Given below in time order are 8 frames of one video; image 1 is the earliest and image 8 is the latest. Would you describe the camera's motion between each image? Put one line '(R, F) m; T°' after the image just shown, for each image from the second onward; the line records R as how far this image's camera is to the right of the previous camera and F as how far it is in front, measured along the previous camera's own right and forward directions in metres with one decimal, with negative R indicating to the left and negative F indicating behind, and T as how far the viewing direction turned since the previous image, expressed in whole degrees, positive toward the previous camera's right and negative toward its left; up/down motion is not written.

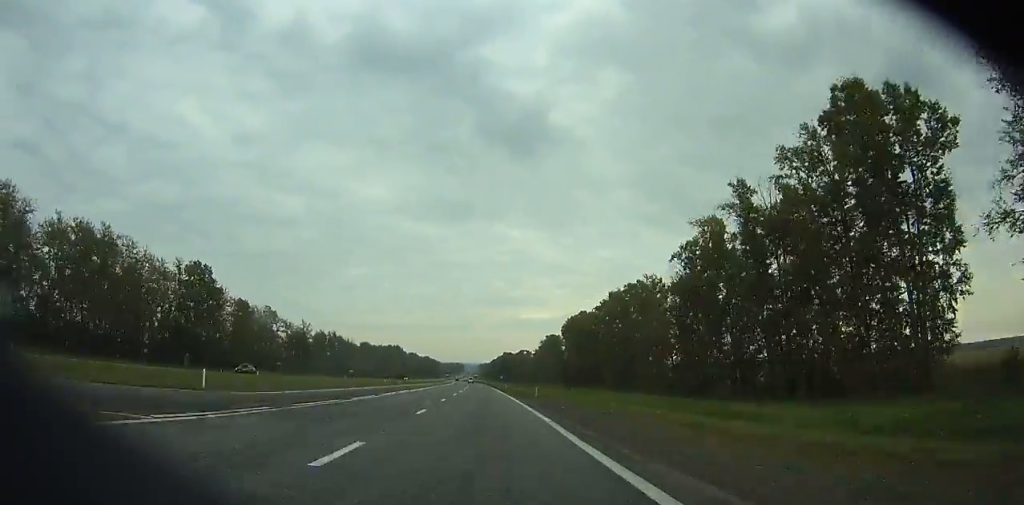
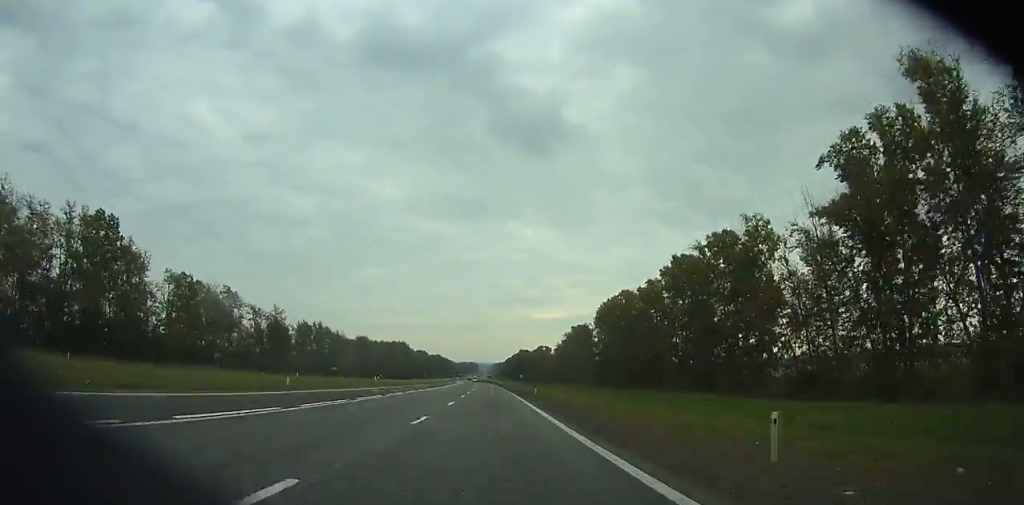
(0.0, +39.2) m; -1°
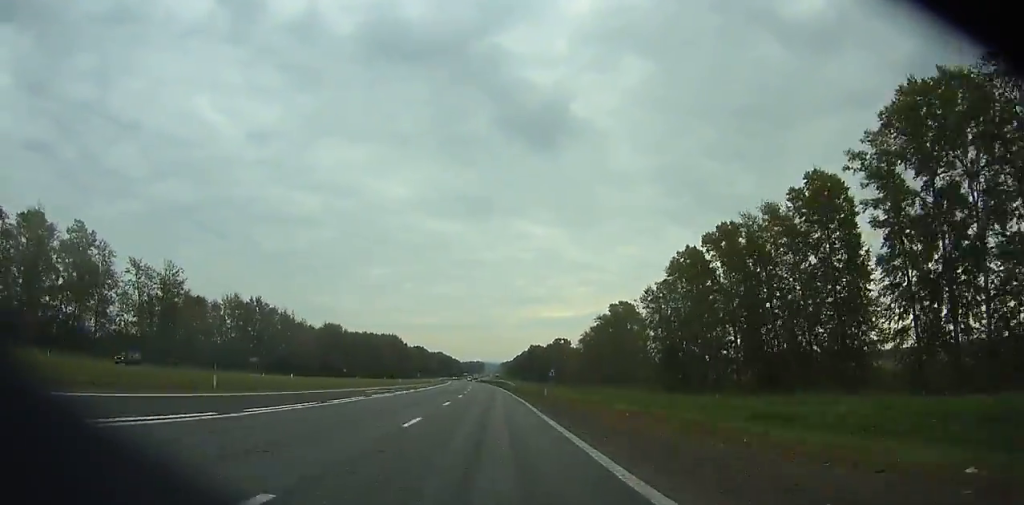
(-1.0, +58.8) m; -2°
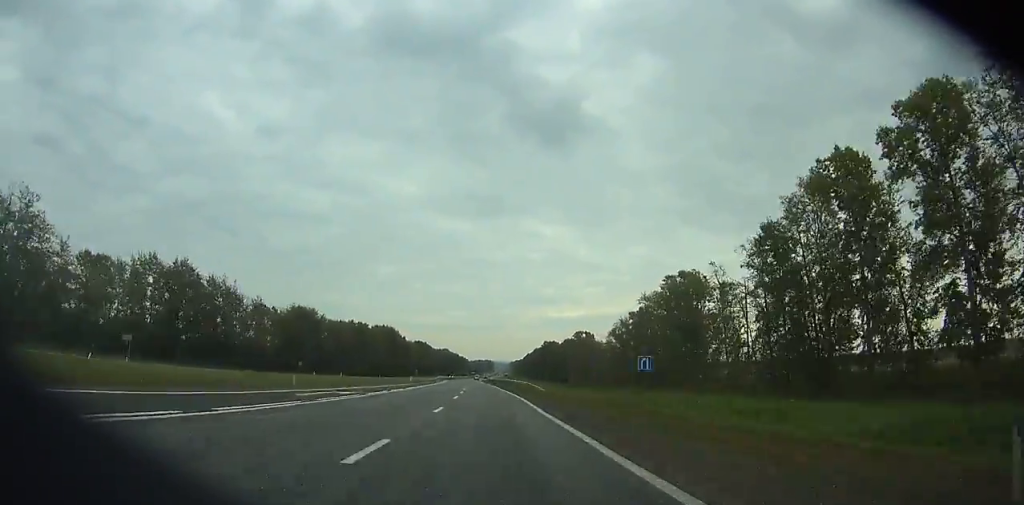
(-0.4, +41.3) m; -1°
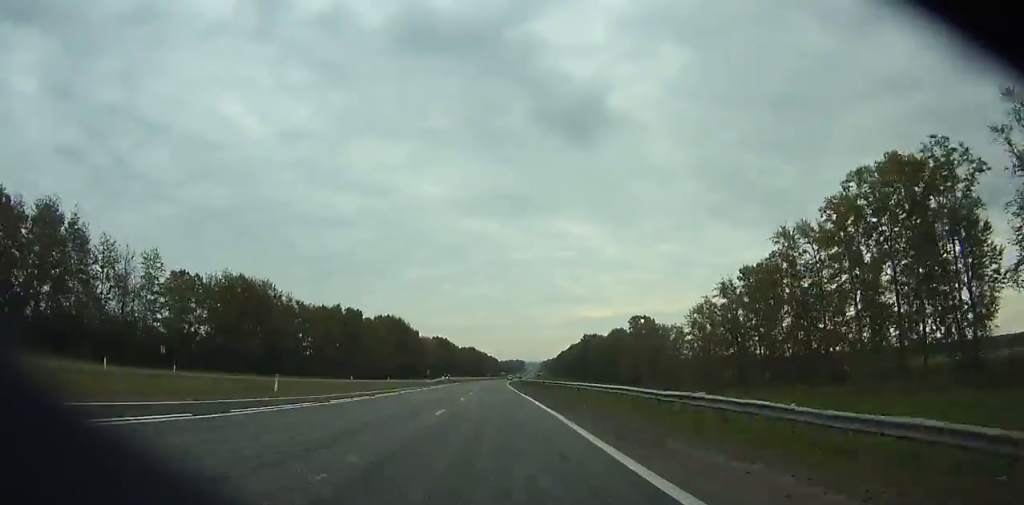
(-0.6, +56.3) m; -1°
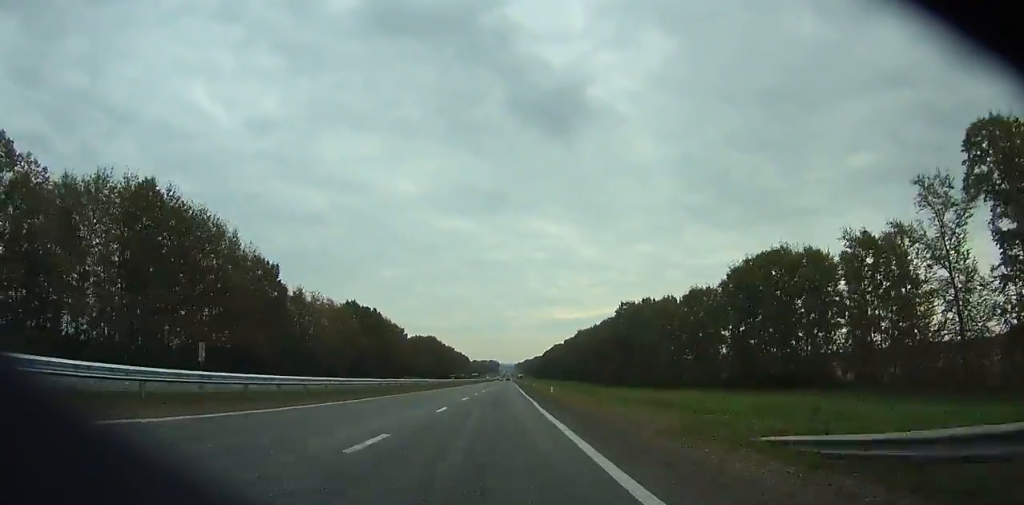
(-3.4, +152.7) m; 0°
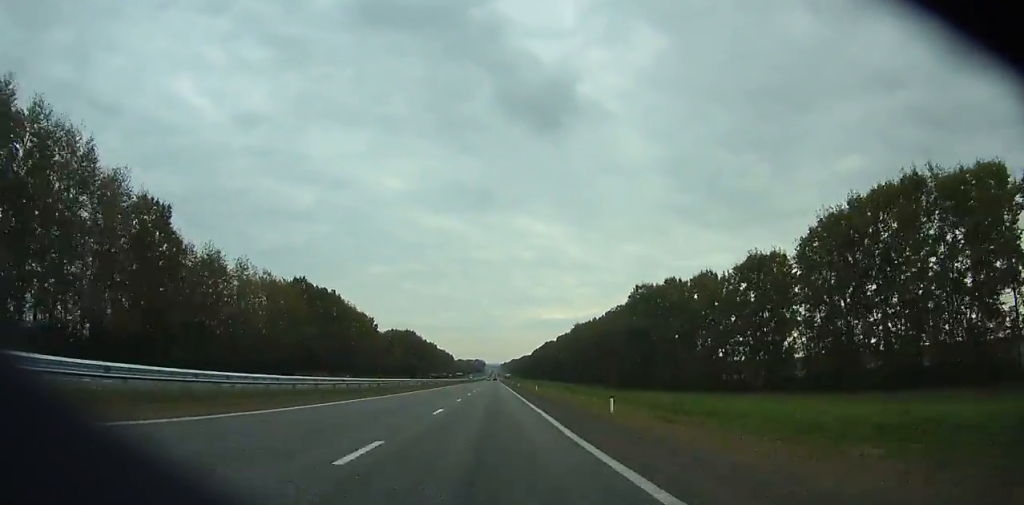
(+0.3, +35.8) m; +1°
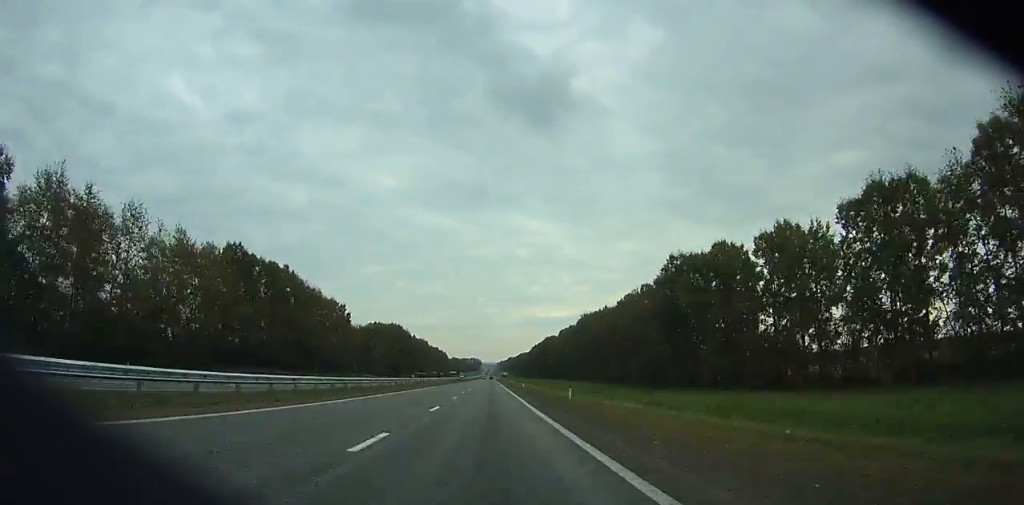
(+0.3, +33.8) m; +1°
